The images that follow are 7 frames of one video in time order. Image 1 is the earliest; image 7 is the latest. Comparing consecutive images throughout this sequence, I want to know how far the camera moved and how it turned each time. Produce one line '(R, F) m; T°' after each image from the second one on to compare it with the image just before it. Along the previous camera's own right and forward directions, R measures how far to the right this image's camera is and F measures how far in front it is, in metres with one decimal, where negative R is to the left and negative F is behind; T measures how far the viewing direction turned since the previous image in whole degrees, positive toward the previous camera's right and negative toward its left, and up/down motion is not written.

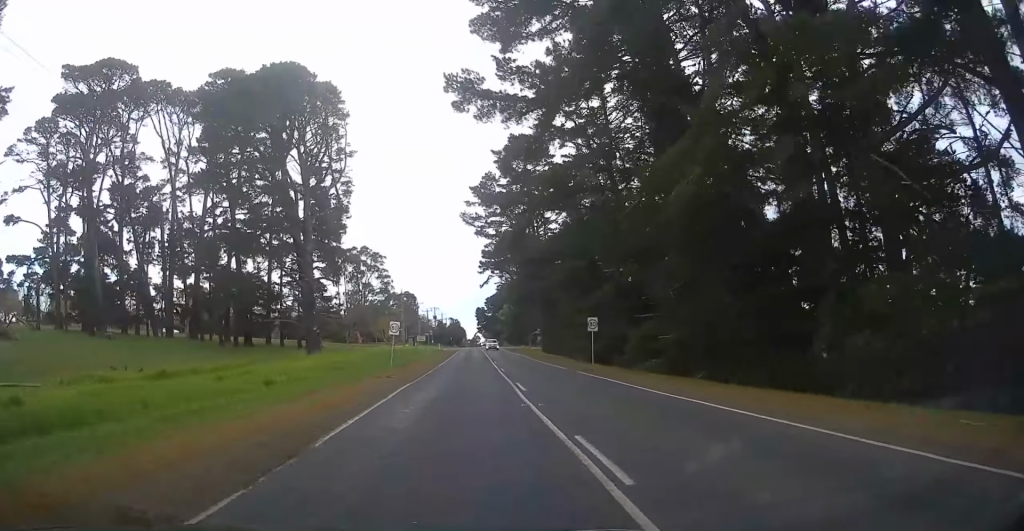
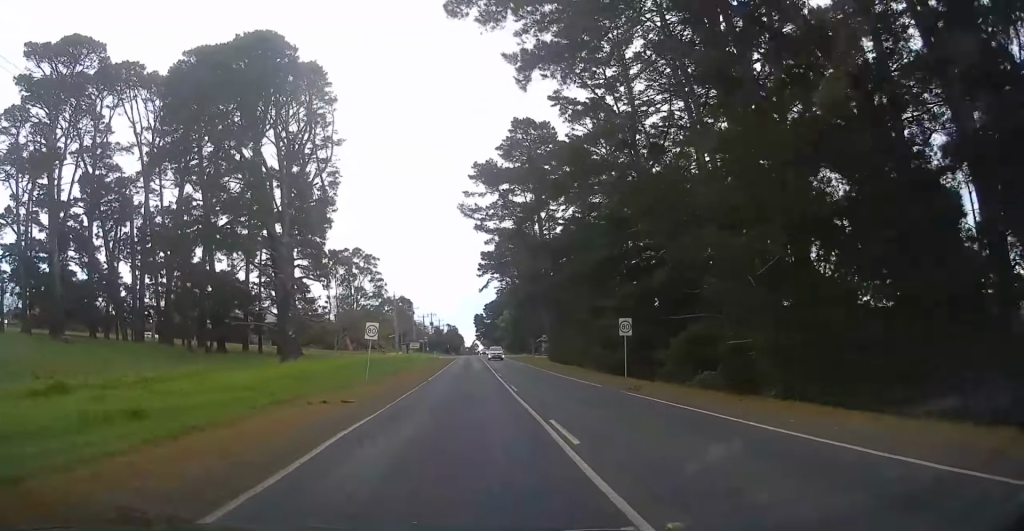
(-0.2, +8.5) m; 0°
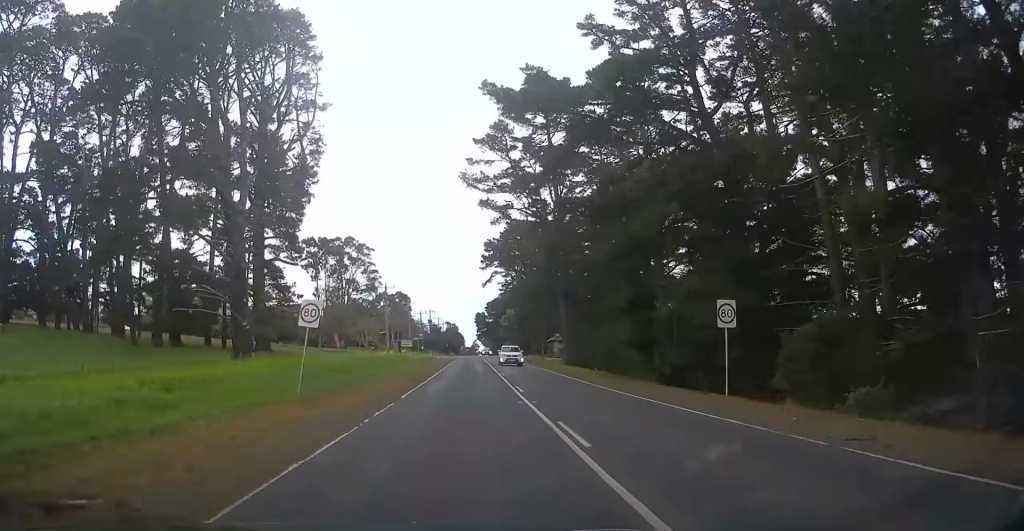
(+0.1, +12.4) m; 0°
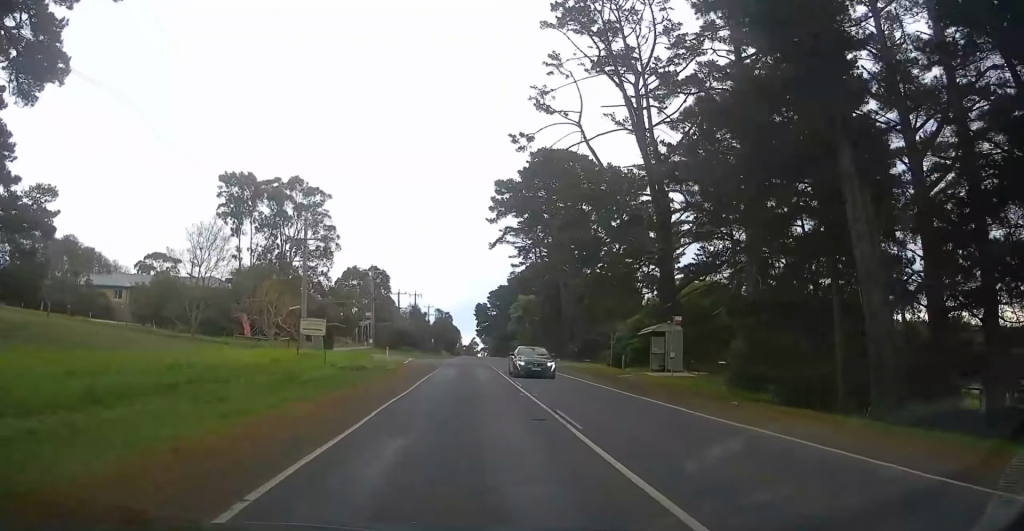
(-0.1, +44.9) m; +1°
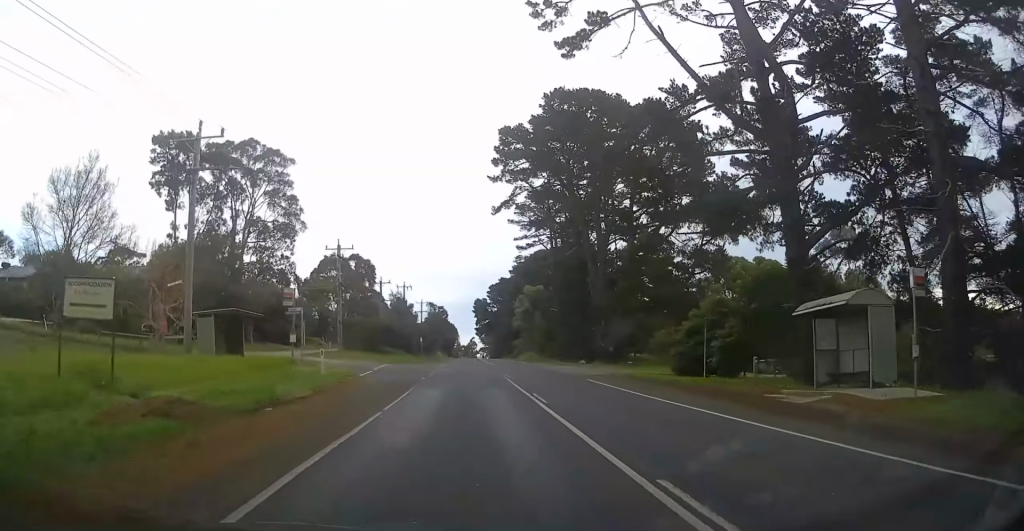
(+0.2, +18.8) m; 0°
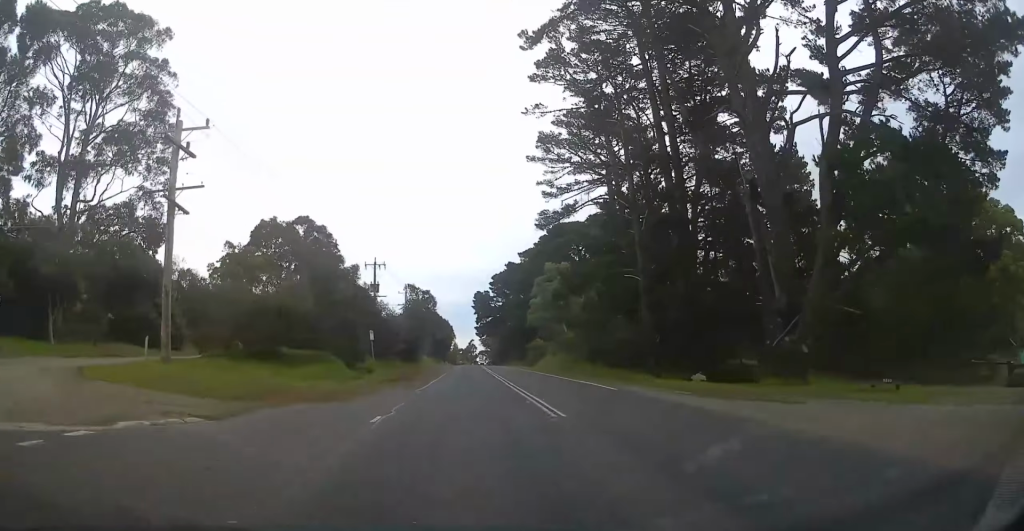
(-0.5, +33.7) m; 0°
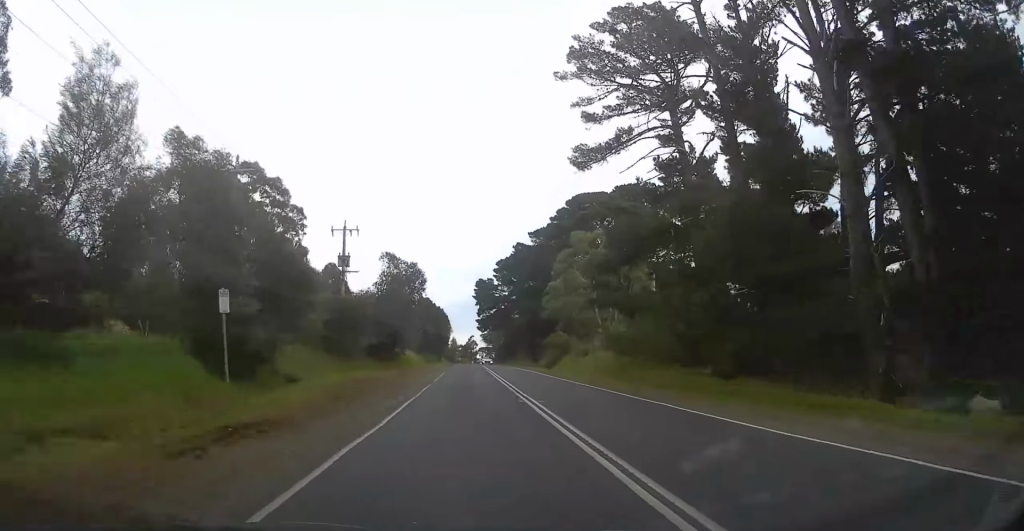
(+0.4, +20.5) m; 0°
